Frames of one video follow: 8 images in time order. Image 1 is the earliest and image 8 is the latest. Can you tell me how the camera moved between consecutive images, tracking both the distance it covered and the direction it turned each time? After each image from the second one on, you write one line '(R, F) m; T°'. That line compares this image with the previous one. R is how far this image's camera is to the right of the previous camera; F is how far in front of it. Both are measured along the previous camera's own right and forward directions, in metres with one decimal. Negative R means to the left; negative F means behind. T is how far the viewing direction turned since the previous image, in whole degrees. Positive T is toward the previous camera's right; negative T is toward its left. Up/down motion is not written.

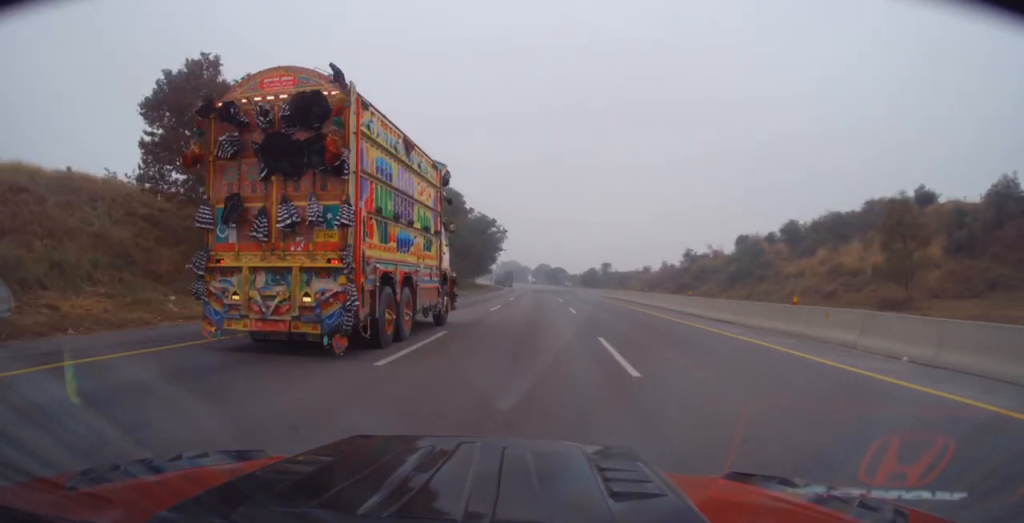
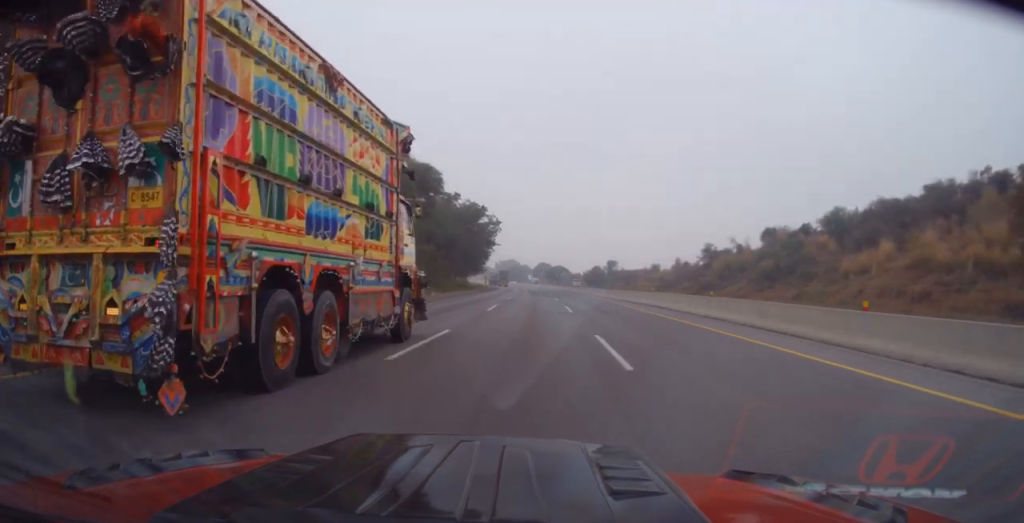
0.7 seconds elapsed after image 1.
(-0.1, +17.3) m; 0°
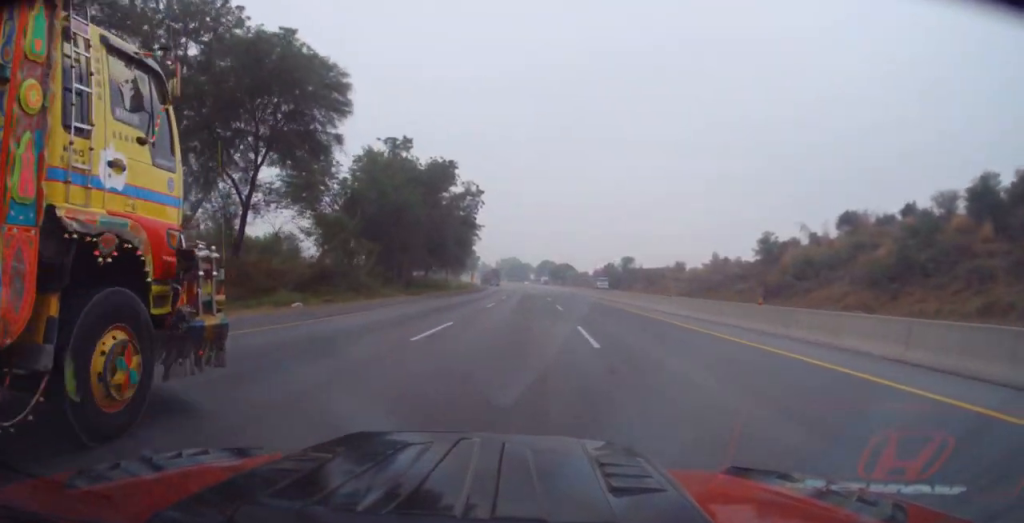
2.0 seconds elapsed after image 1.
(+0.4, +33.0) m; 0°
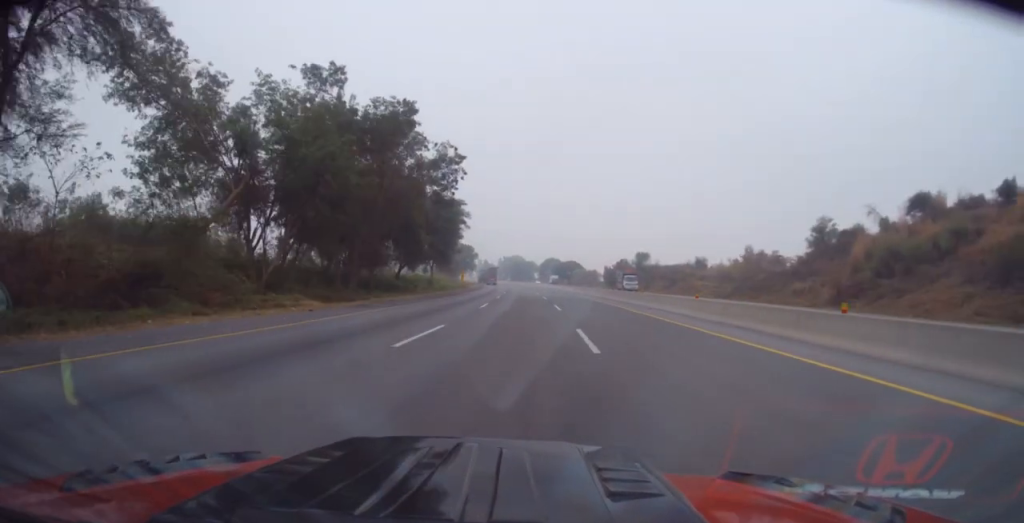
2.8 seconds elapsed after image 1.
(-0.2, +19.1) m; -1°
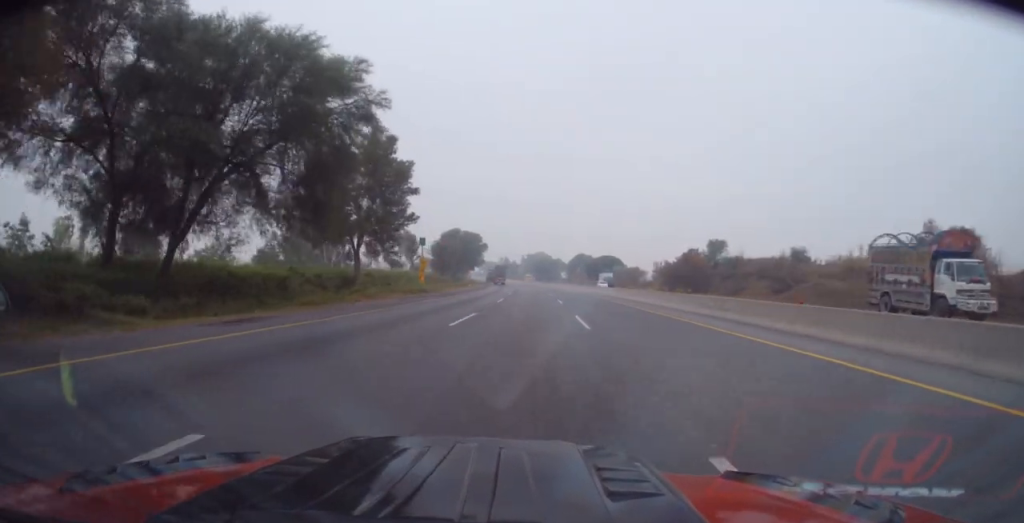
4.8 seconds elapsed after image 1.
(-1.0, +48.9) m; -2°
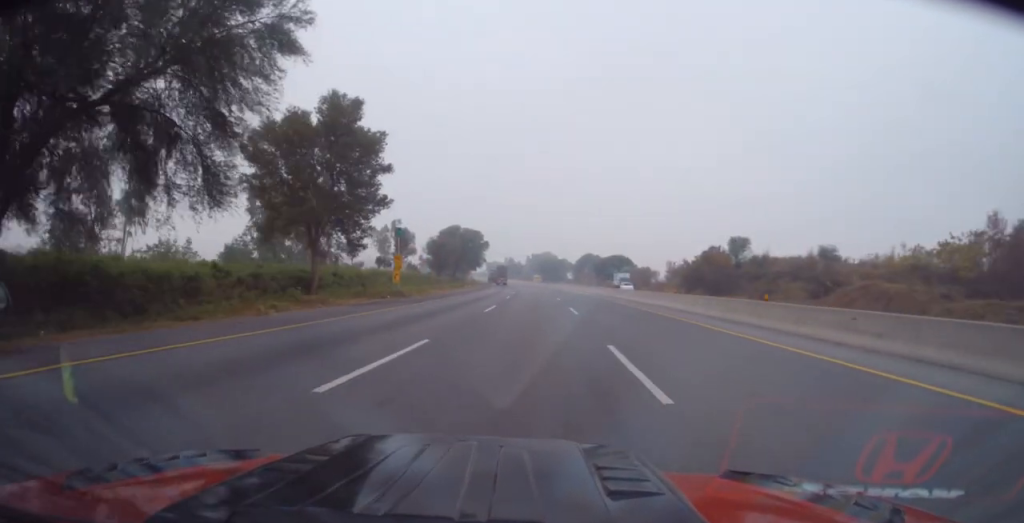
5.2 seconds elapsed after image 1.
(0.0, +9.9) m; 0°
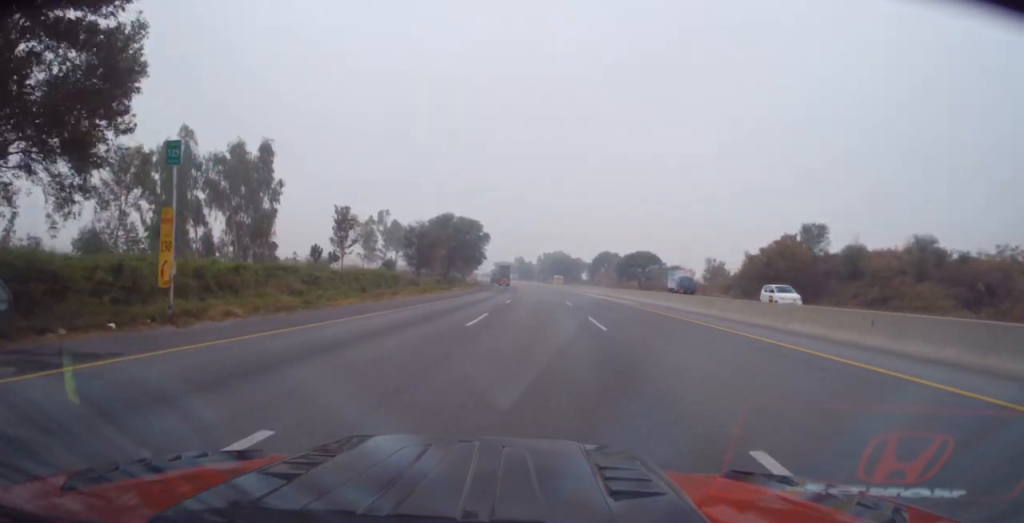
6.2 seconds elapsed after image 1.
(-0.4, +25.7) m; -2°
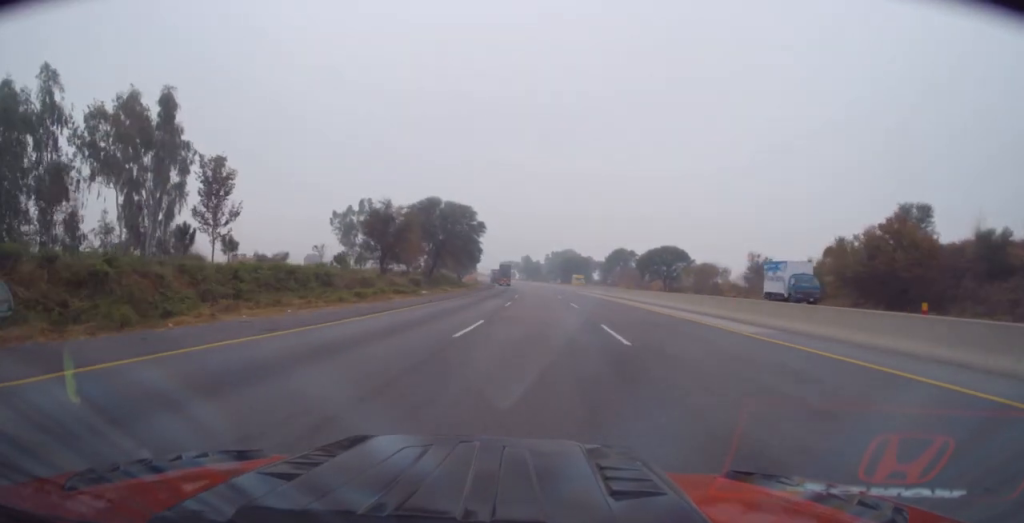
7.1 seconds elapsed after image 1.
(-0.3, +21.5) m; -1°
